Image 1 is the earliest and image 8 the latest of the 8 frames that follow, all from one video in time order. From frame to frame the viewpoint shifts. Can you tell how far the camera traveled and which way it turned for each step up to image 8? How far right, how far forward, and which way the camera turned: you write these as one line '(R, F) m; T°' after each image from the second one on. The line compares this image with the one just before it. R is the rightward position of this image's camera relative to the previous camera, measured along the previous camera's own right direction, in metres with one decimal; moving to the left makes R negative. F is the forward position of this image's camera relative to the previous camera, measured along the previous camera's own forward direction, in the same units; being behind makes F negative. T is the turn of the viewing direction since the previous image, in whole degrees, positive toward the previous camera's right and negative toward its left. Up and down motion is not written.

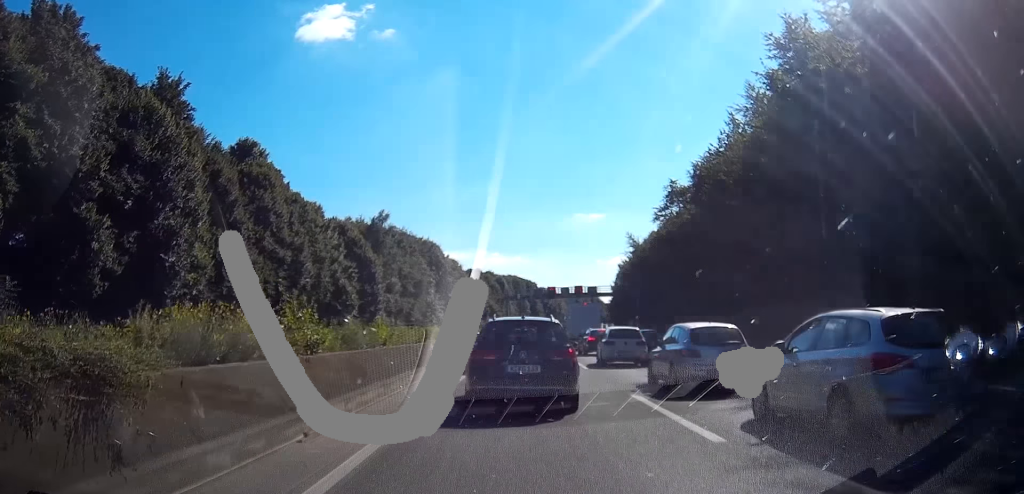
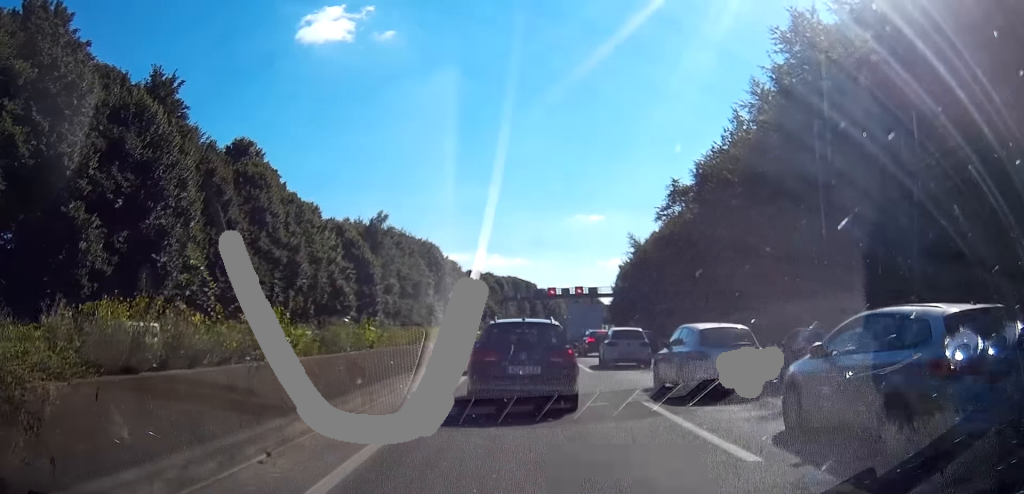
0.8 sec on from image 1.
(0.0, +1.3) m; 0°
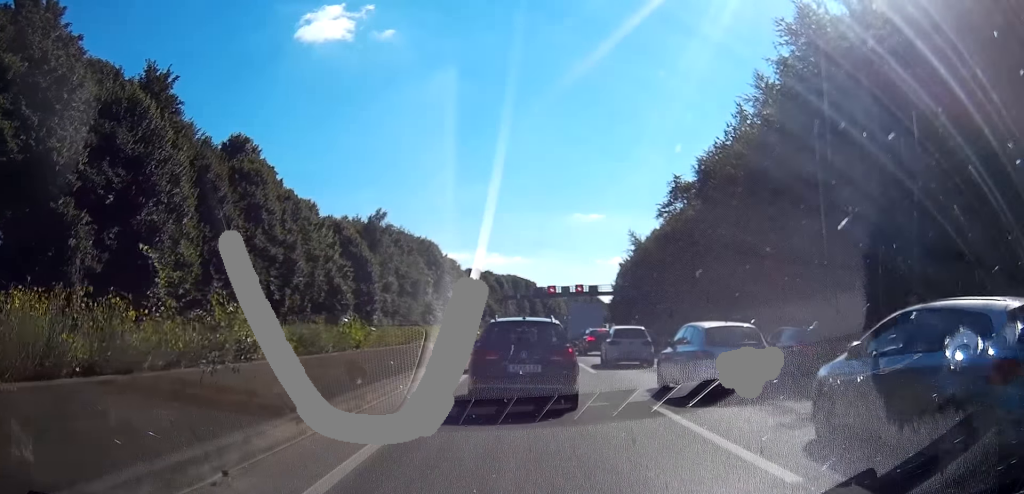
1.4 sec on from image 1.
(0.0, +1.0) m; 0°
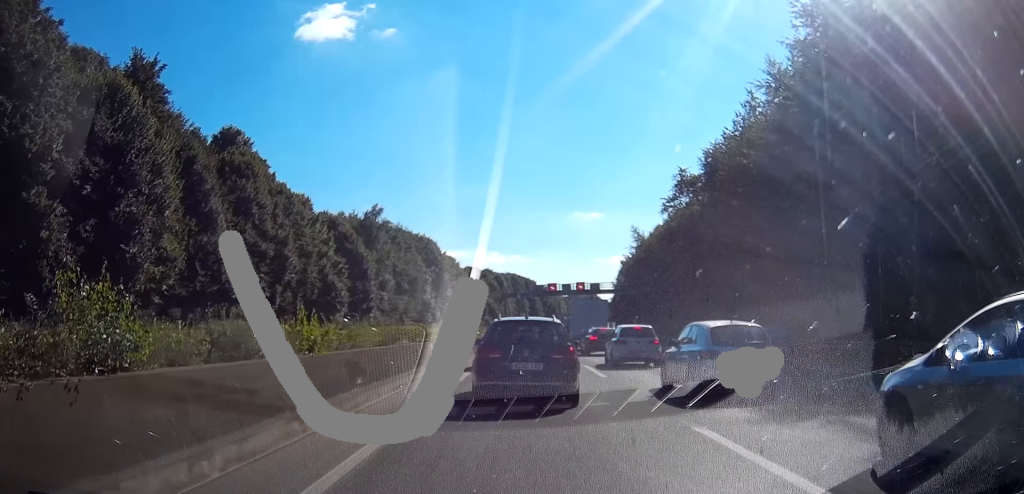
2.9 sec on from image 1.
(0.0, +2.6) m; +1°
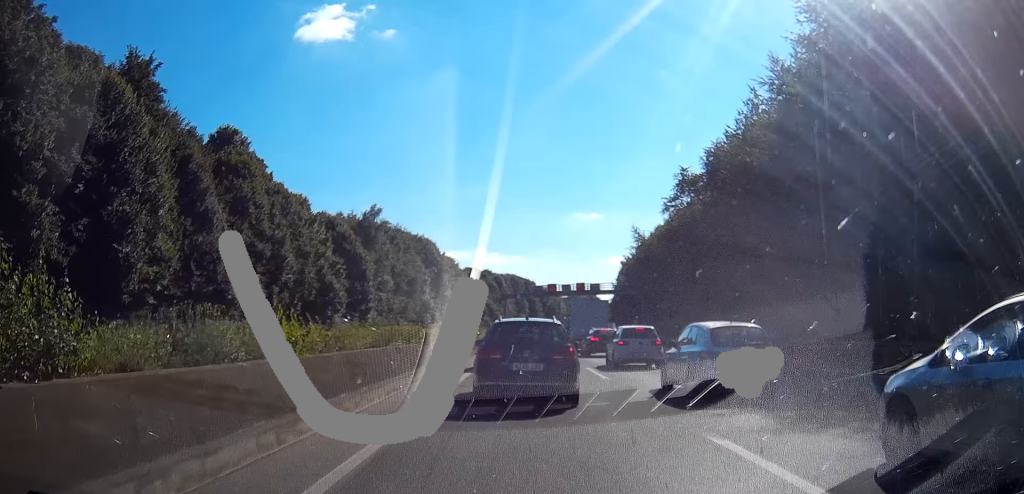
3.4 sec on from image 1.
(0.0, +0.9) m; 0°
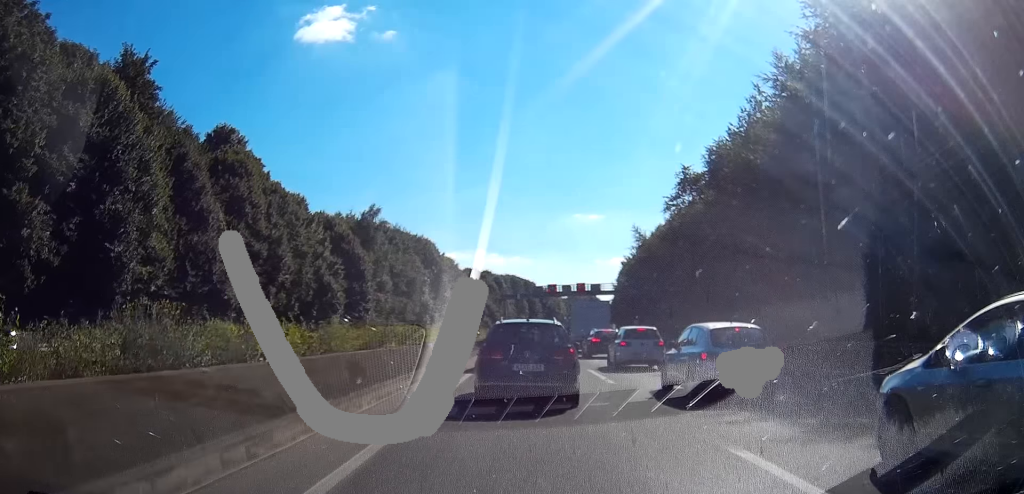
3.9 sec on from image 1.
(0.0, +1.0) m; 0°
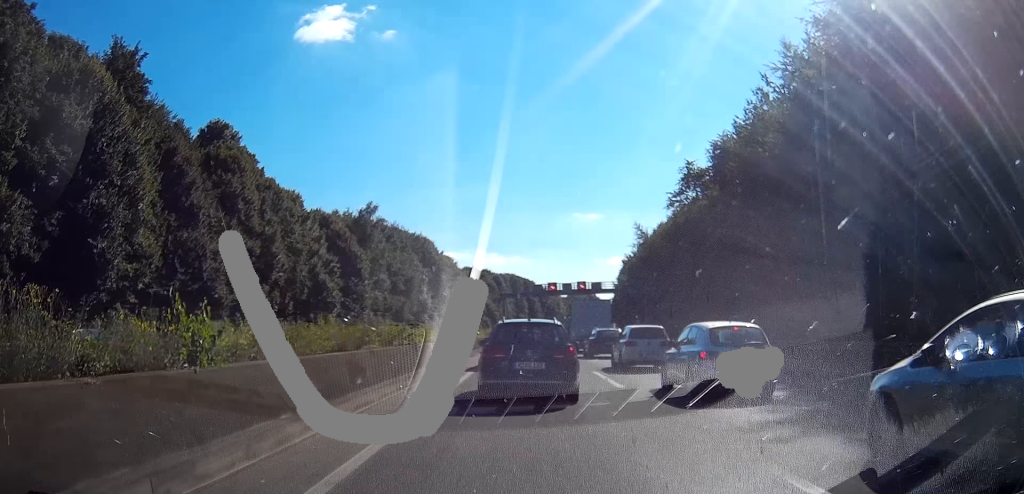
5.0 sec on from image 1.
(0.0, +2.2) m; 0°
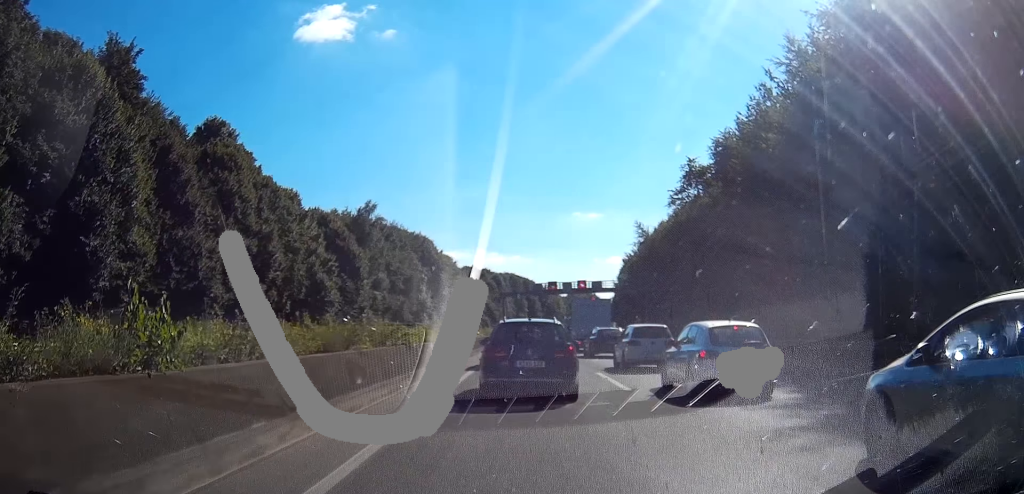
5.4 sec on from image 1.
(0.0, +1.0) m; 0°
